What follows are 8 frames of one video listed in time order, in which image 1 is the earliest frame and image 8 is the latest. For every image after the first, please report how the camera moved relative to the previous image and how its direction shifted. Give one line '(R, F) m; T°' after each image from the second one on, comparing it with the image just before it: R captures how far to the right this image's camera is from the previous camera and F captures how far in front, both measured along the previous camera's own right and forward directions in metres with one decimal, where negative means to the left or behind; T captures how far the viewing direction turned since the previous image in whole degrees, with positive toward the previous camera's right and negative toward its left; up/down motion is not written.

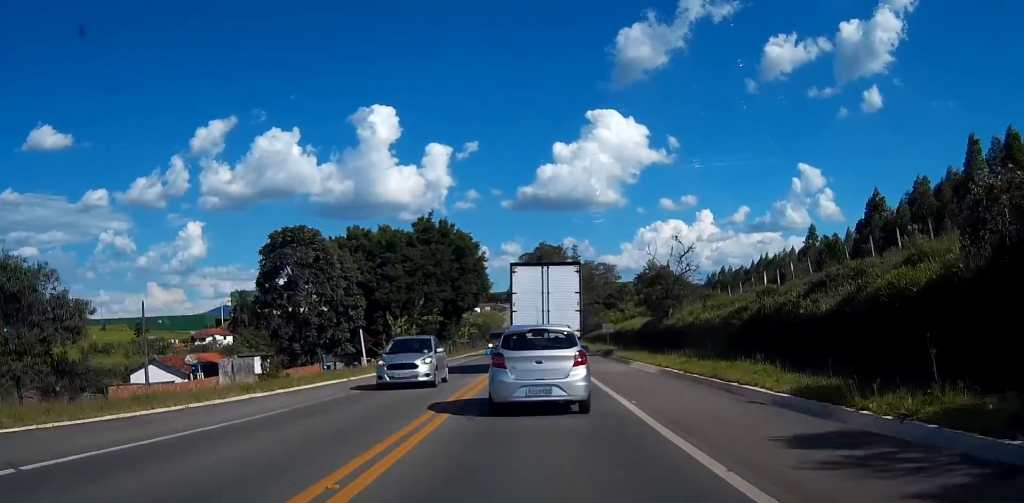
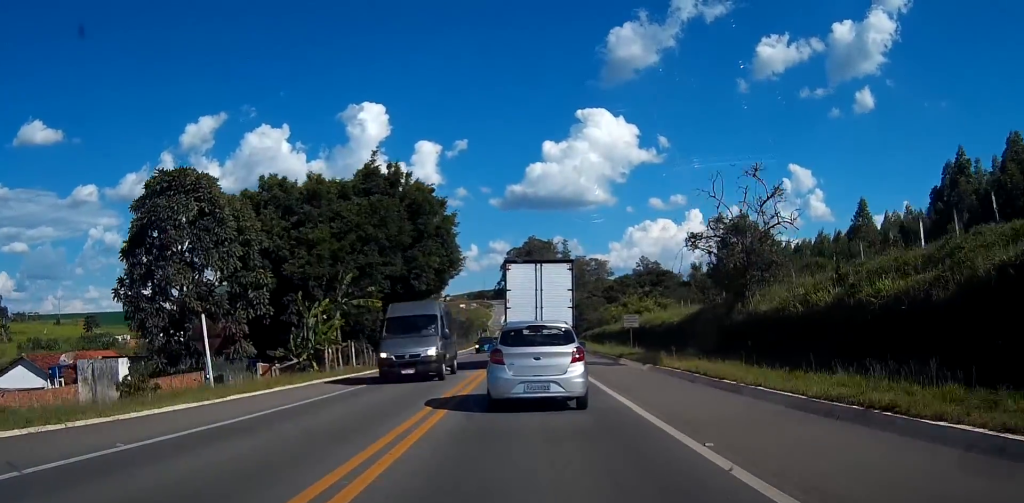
(+0.4, +20.7) m; +1°
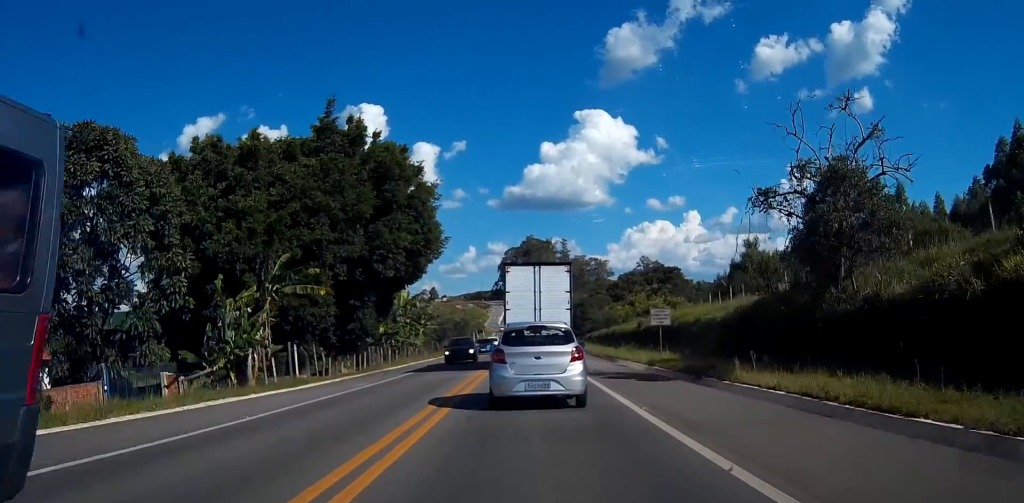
(+0.1, +10.4) m; -1°
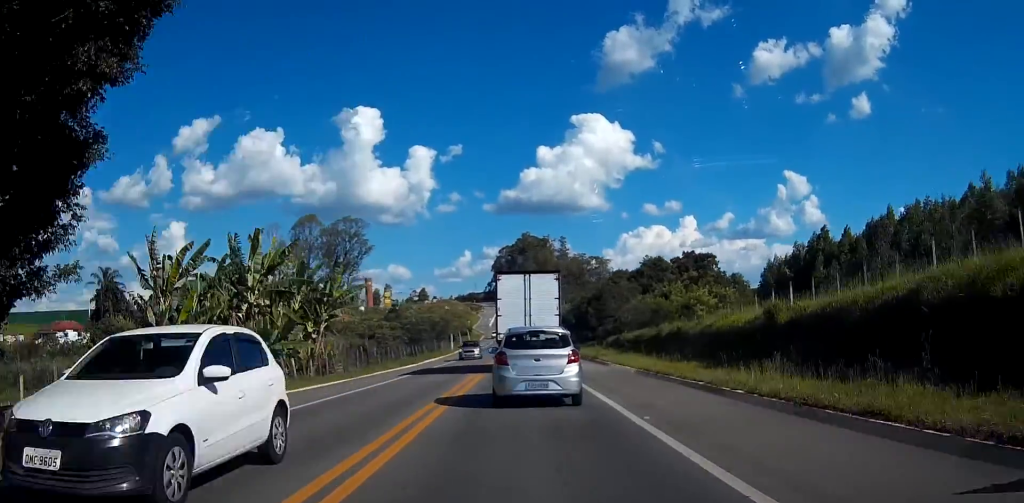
(-1.0, +31.8) m; -3°
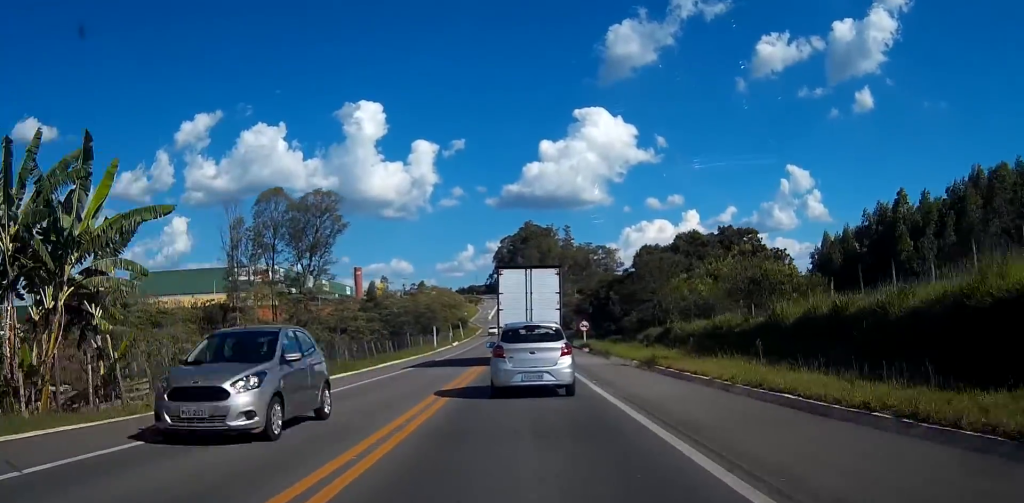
(0.0, +21.3) m; 0°
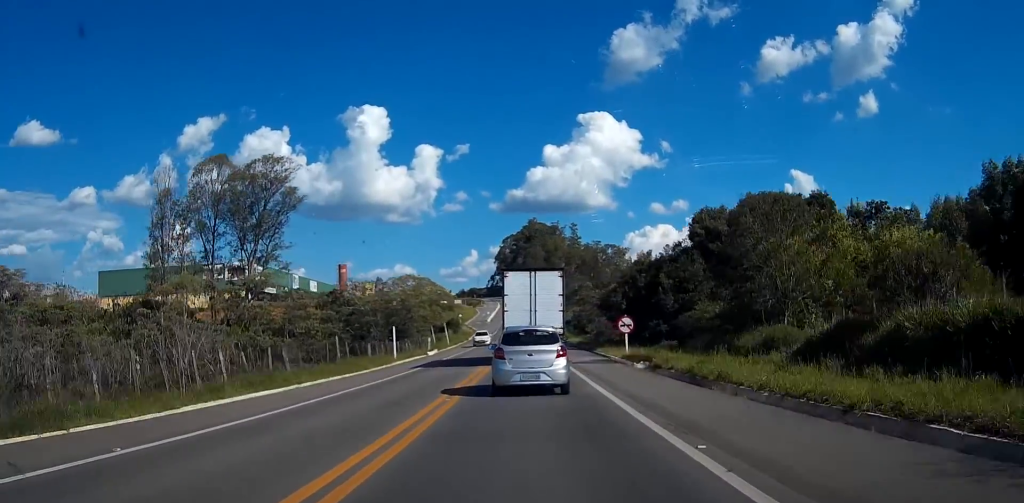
(0.0, +25.5) m; 0°
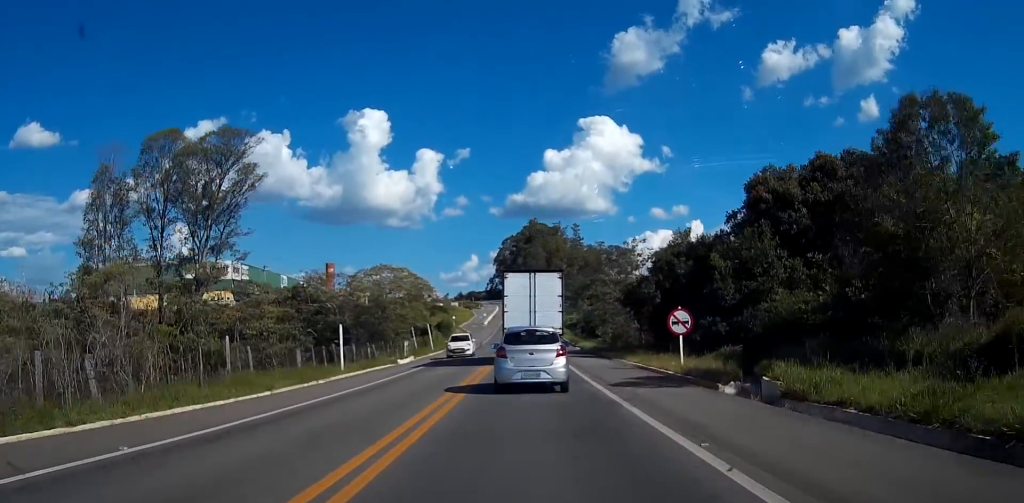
(0.0, +14.7) m; 0°
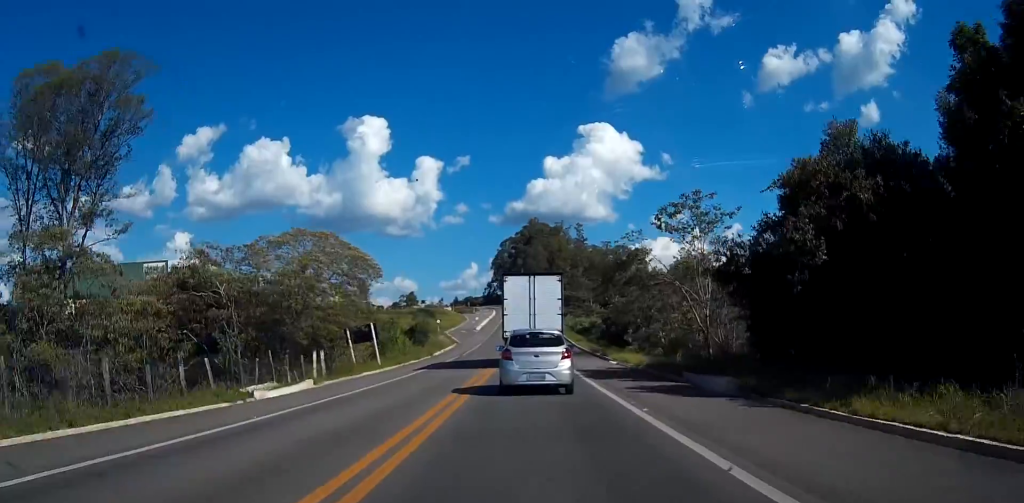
(0.0, +25.4) m; 0°
